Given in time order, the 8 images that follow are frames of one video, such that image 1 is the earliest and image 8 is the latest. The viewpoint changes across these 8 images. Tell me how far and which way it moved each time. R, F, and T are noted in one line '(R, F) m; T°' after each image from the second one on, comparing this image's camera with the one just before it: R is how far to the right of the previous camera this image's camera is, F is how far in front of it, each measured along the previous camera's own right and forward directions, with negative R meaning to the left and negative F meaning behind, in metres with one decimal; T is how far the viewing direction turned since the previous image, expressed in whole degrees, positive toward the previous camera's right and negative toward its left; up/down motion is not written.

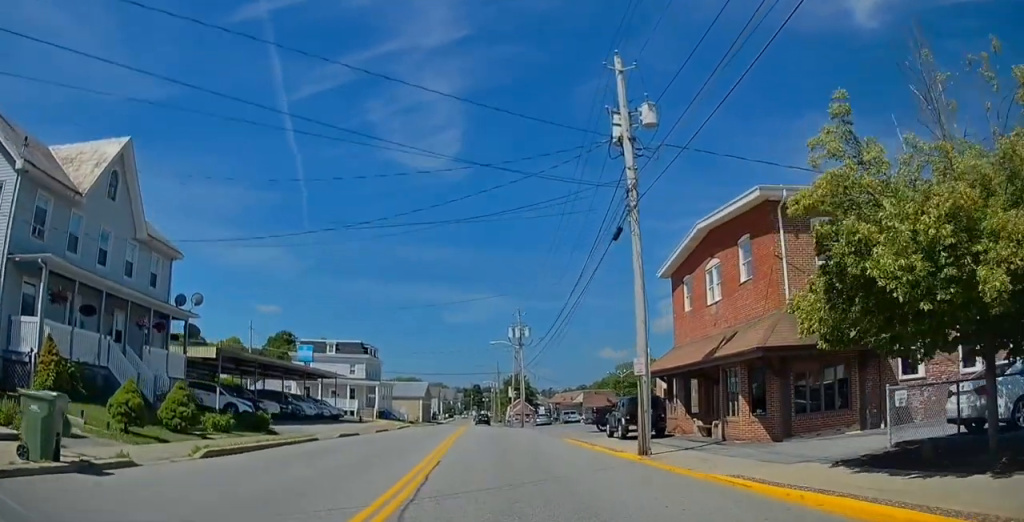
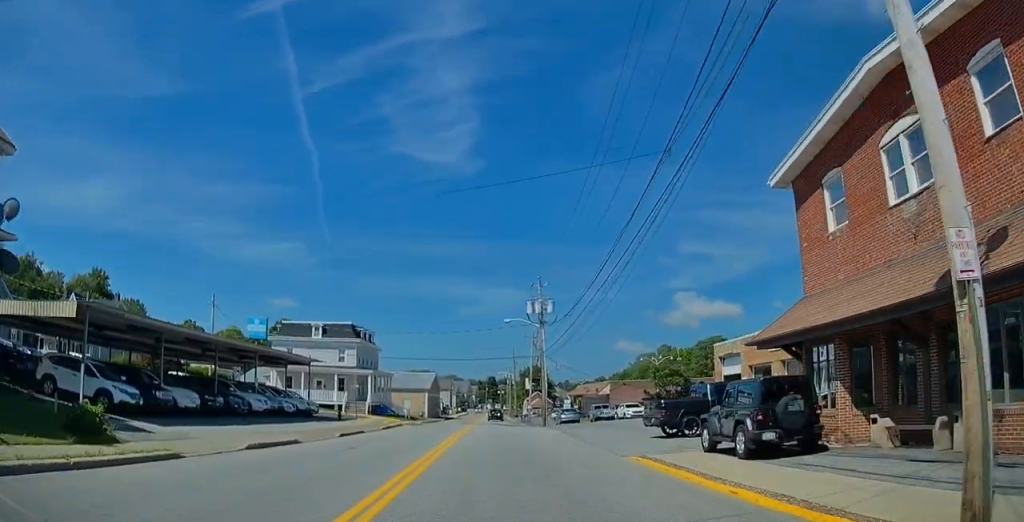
(-0.1, +13.1) m; 0°
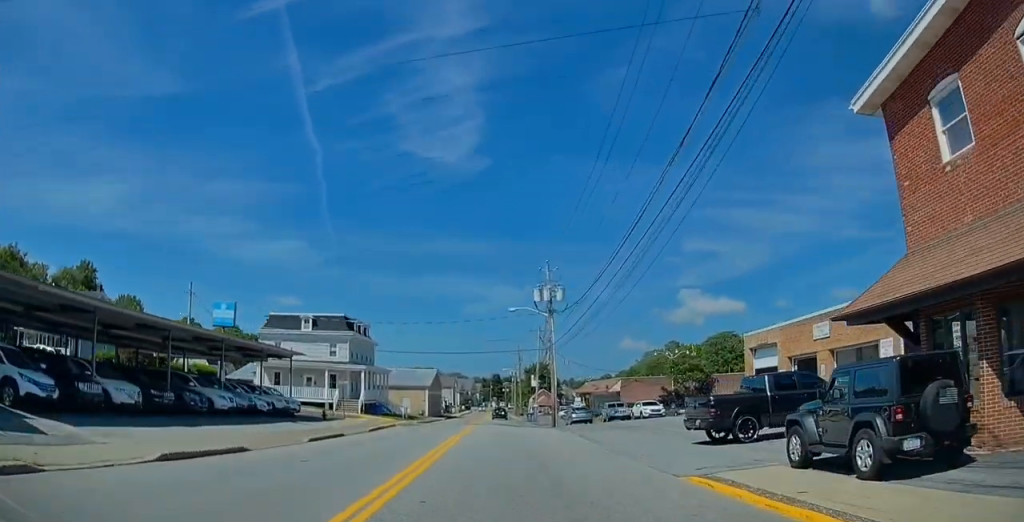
(0.0, +4.8) m; 0°
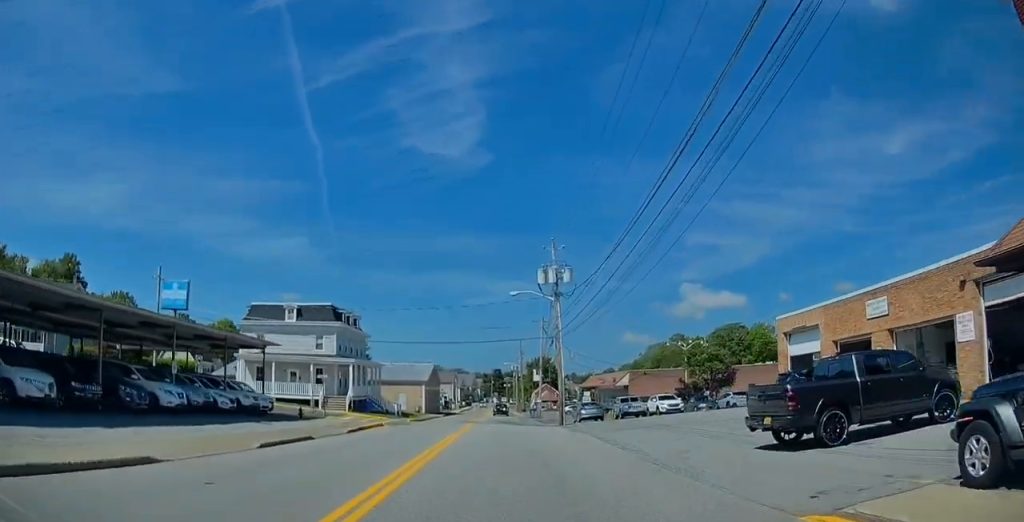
(+0.1, +5.4) m; -1°
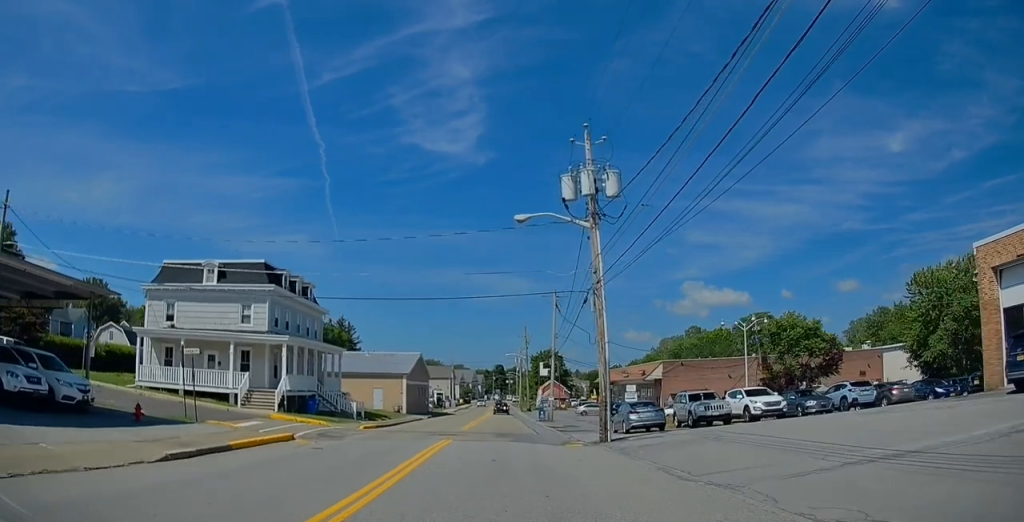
(-0.6, +17.6) m; -1°
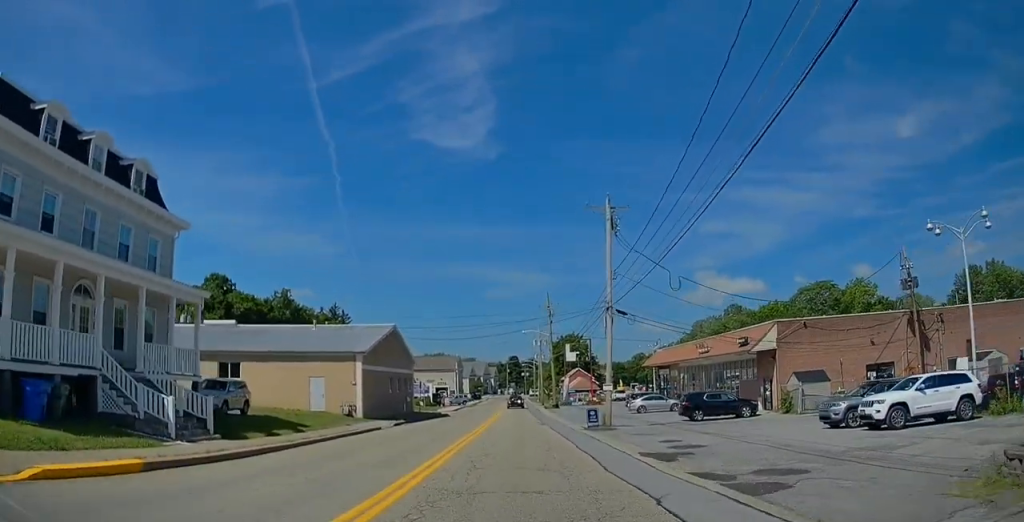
(+0.6, +27.8) m; -1°
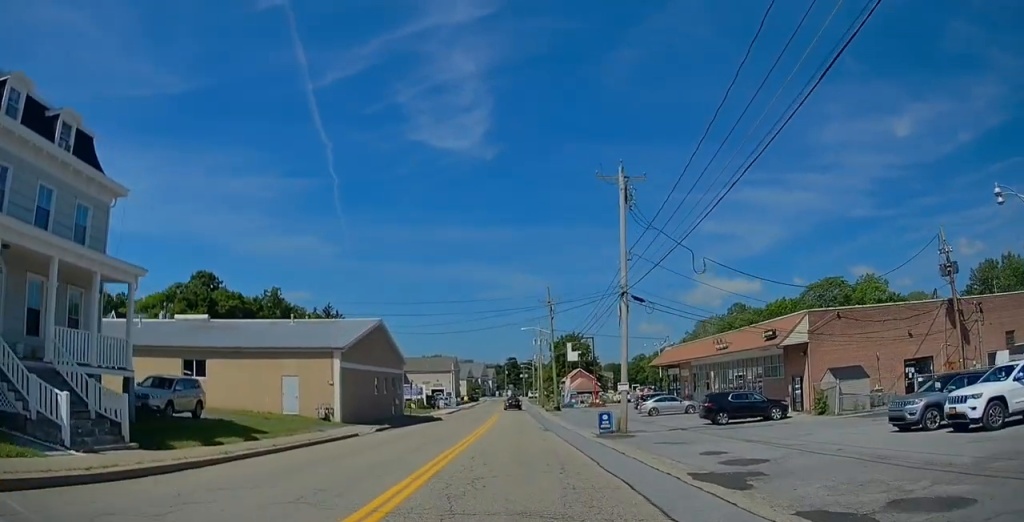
(-0.1, +5.1) m; -1°
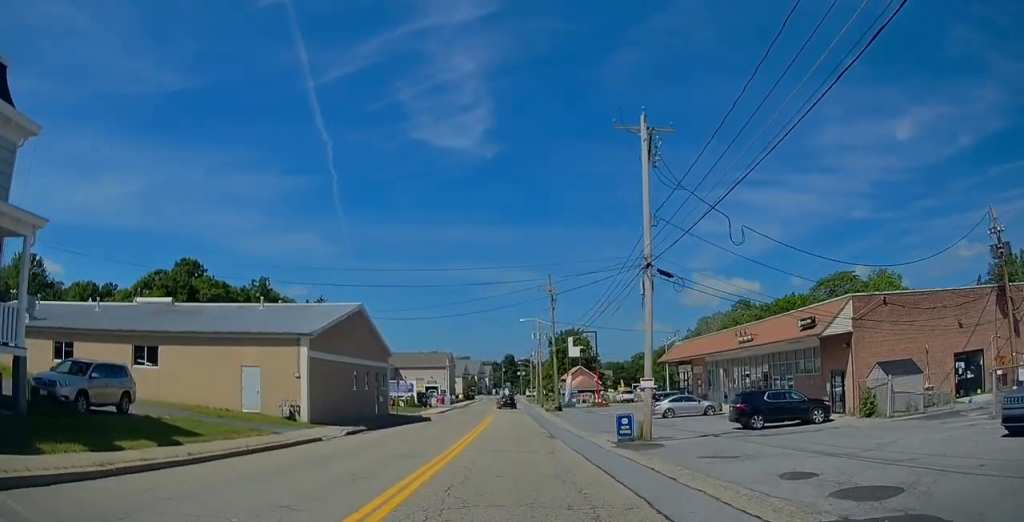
(-0.1, +5.5) m; -1°
